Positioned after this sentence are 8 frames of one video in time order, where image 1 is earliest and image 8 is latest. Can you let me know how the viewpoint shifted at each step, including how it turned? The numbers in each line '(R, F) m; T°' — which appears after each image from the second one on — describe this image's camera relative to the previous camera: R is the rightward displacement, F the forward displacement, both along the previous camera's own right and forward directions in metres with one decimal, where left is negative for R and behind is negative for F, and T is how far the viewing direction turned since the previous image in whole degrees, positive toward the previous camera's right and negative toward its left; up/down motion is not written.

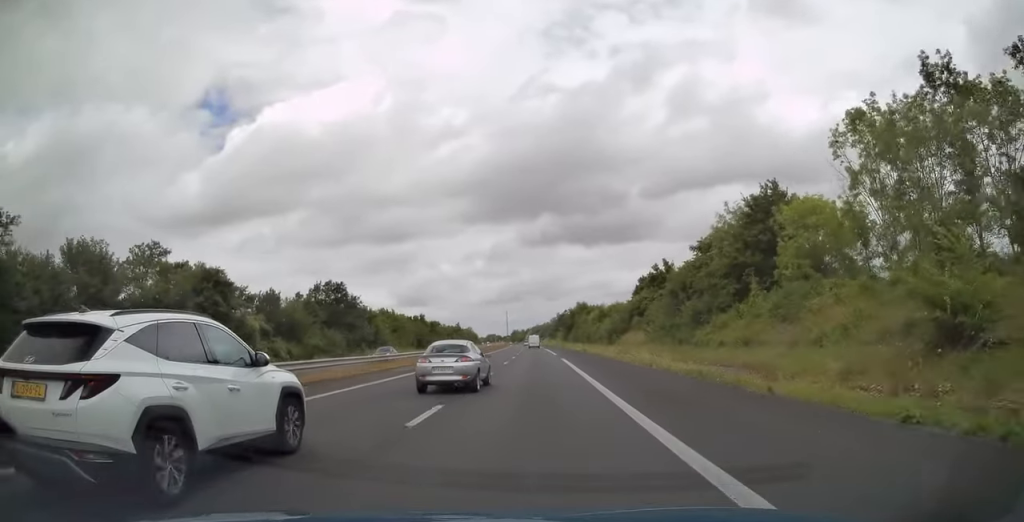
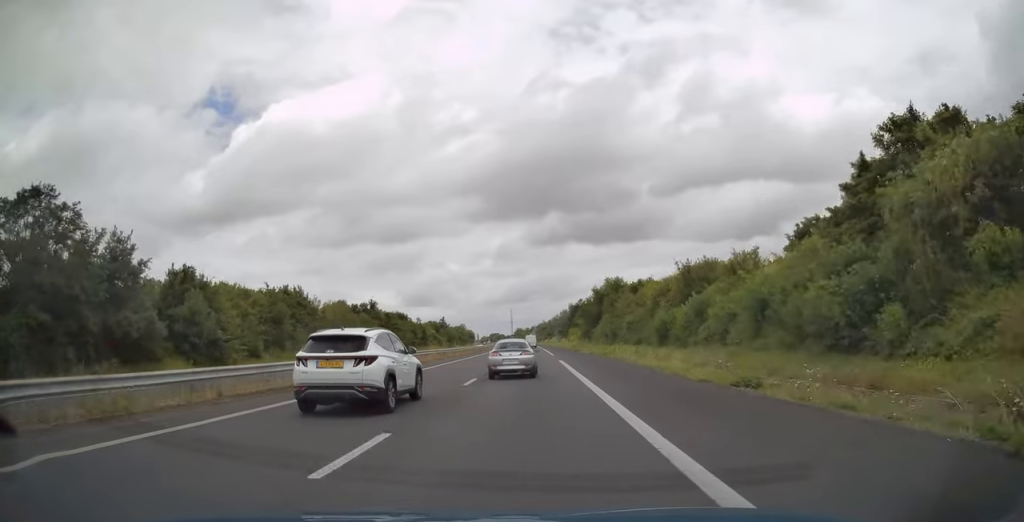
(-0.1, +55.7) m; -1°
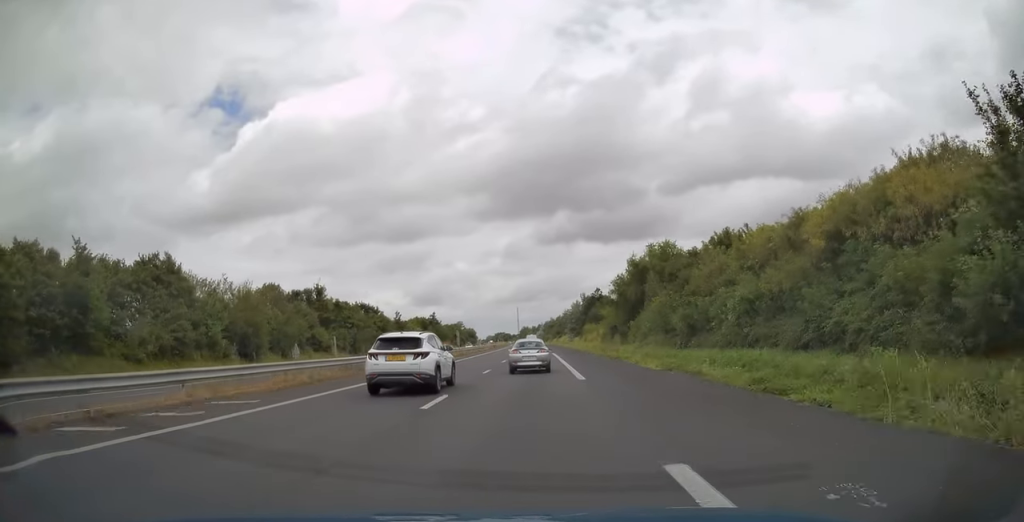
(-0.2, +32.1) m; -1°
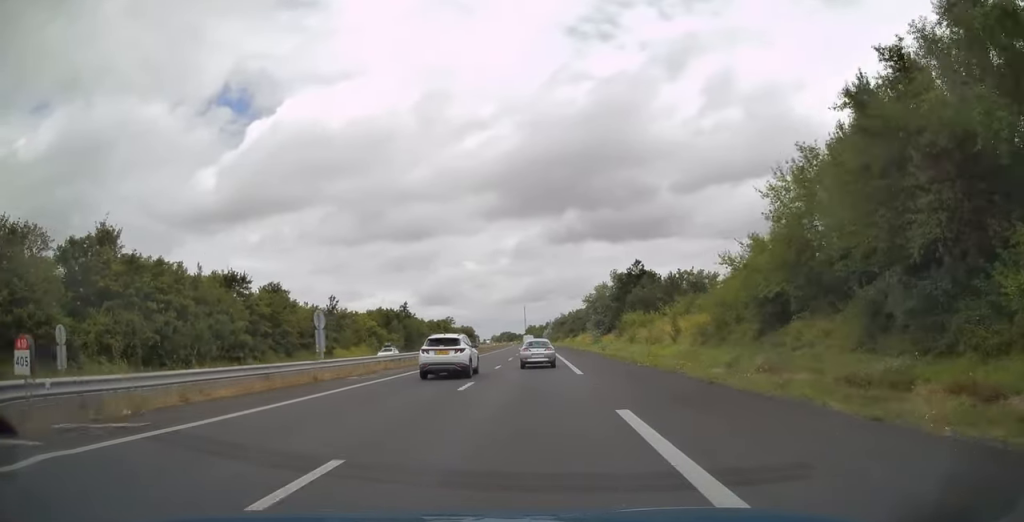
(-0.4, +47.8) m; -1°
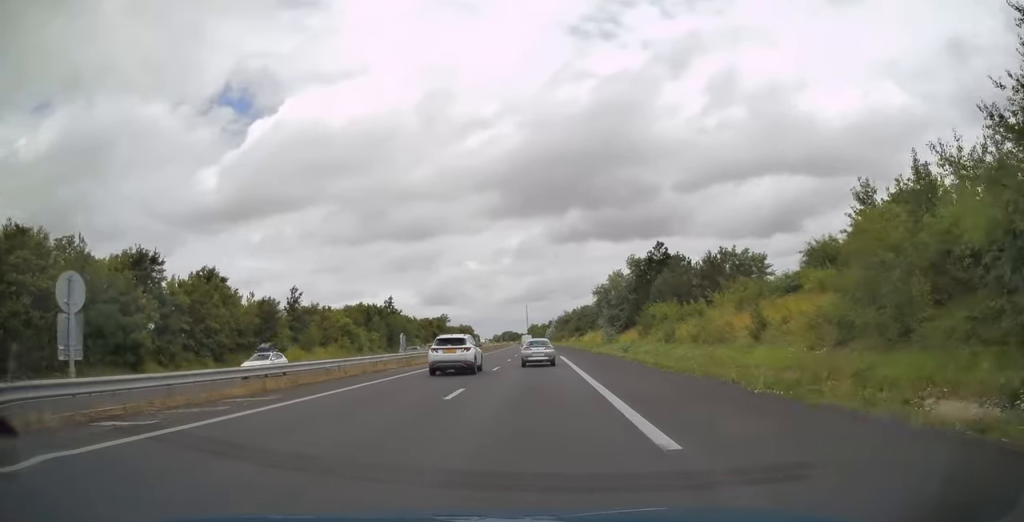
(0.0, +15.6) m; 0°
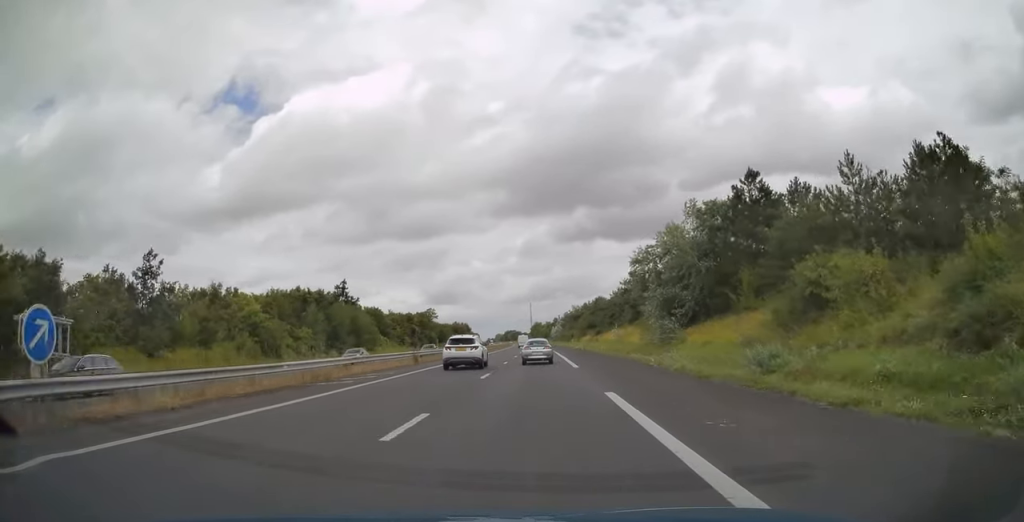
(-0.1, +31.8) m; 0°
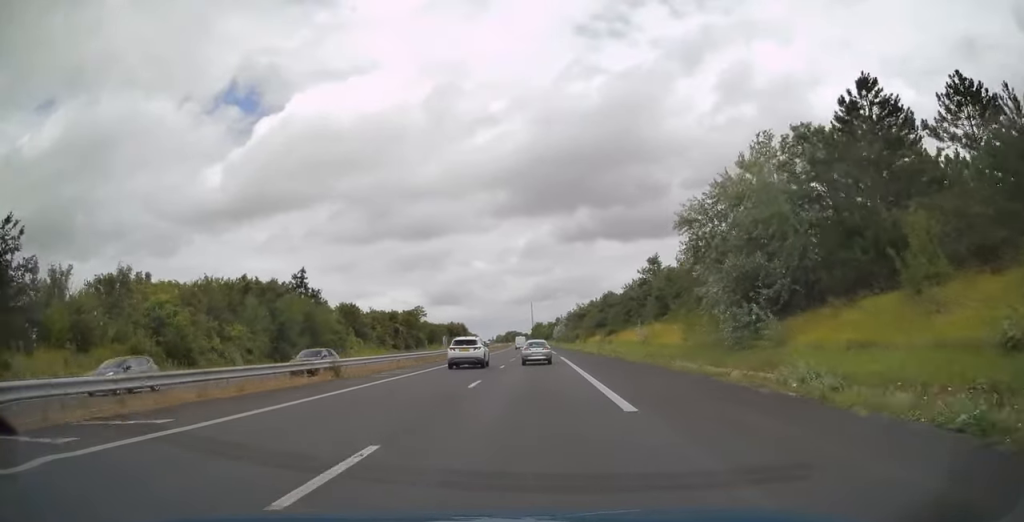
(-0.1, +16.7) m; 0°
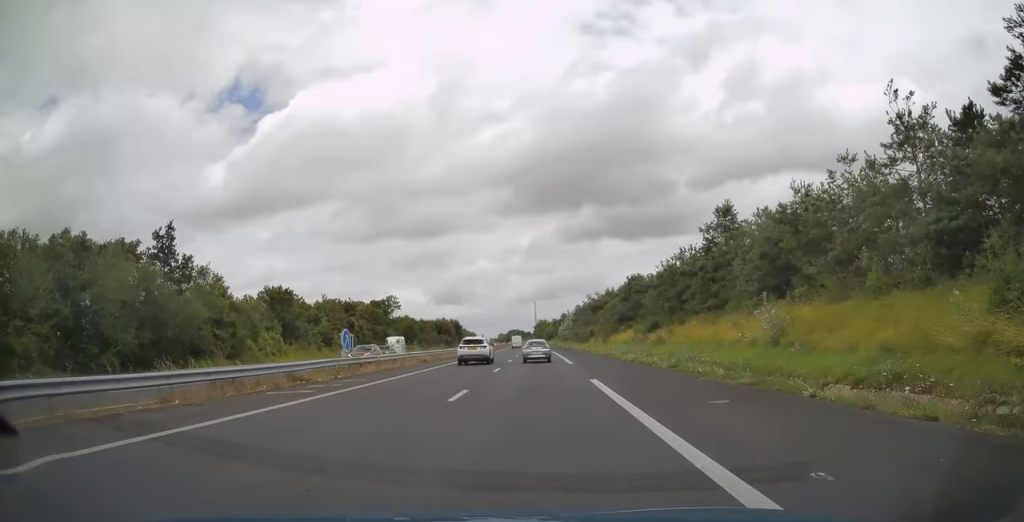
(-0.1, +30.3) m; 0°
